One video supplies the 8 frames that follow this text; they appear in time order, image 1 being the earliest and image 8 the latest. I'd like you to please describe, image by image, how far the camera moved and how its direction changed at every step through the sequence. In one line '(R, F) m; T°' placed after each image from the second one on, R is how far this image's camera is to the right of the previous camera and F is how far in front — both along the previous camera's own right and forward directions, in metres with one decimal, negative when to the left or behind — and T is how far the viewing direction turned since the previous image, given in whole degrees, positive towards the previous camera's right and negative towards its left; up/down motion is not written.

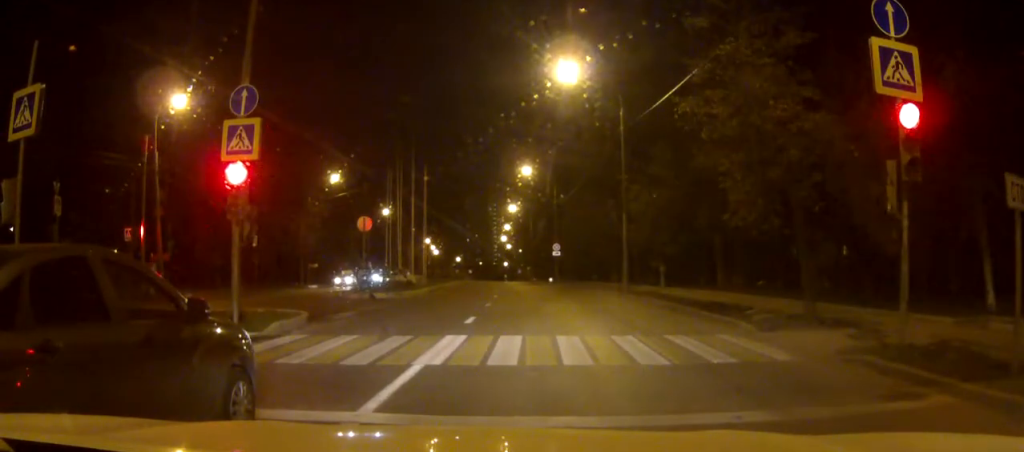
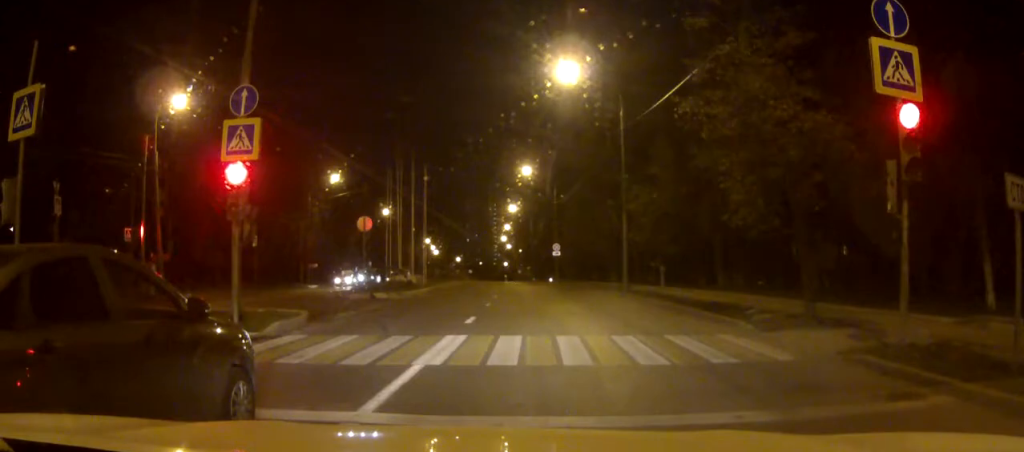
(0.0, 0.0) m; 0°
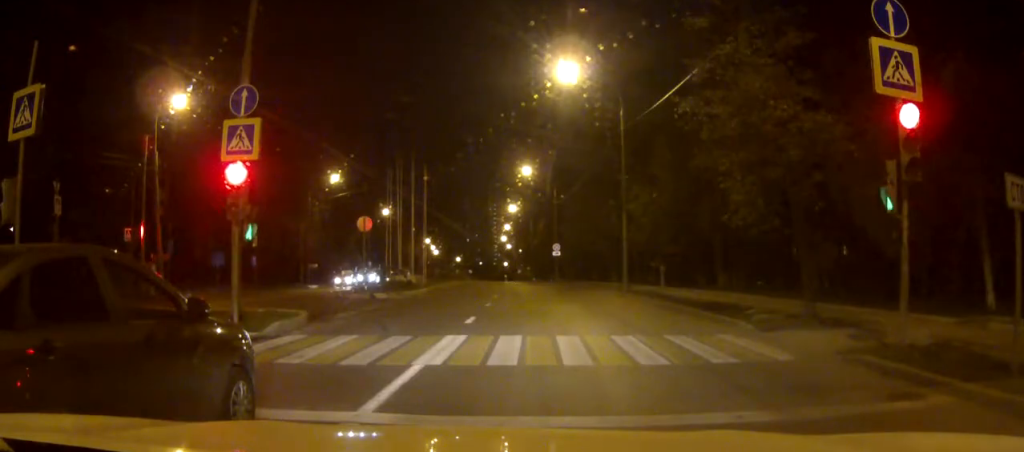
(0.0, 0.0) m; 0°
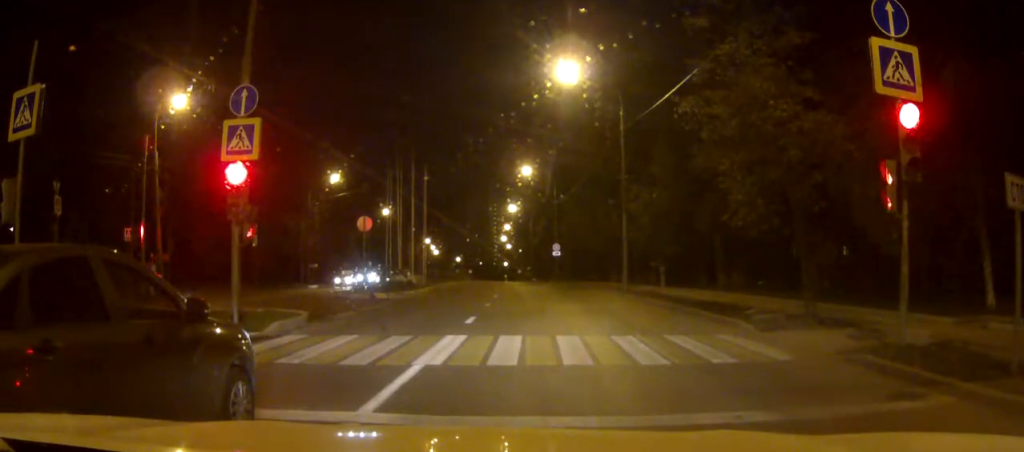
(-0.1, +0.2) m; 0°
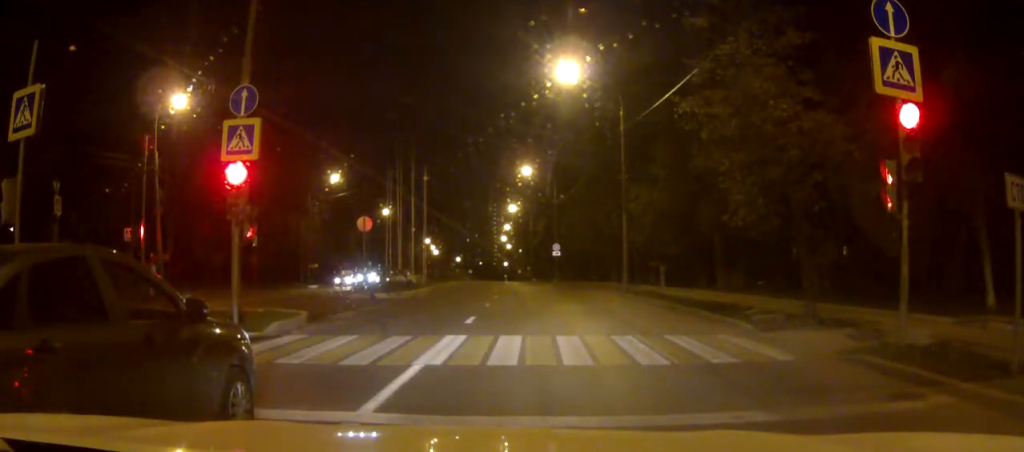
(0.0, 0.0) m; 0°
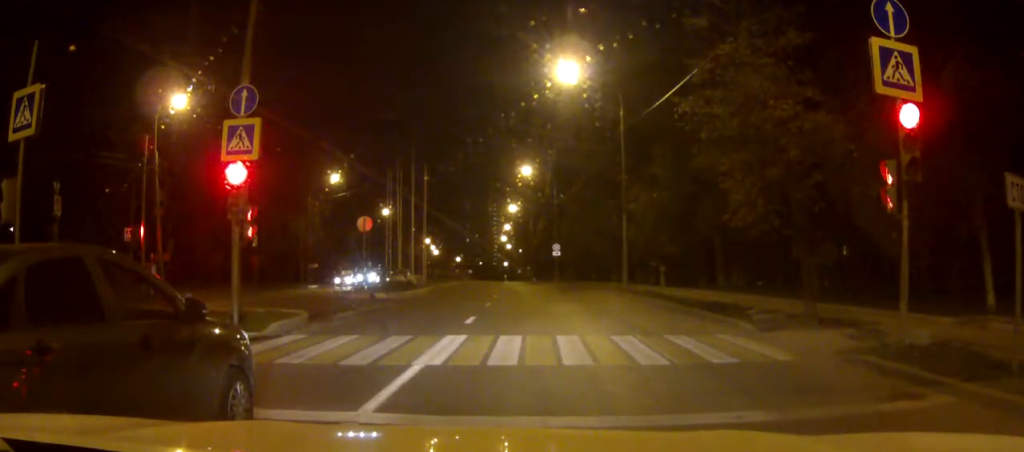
(-0.1, +0.2) m; 0°
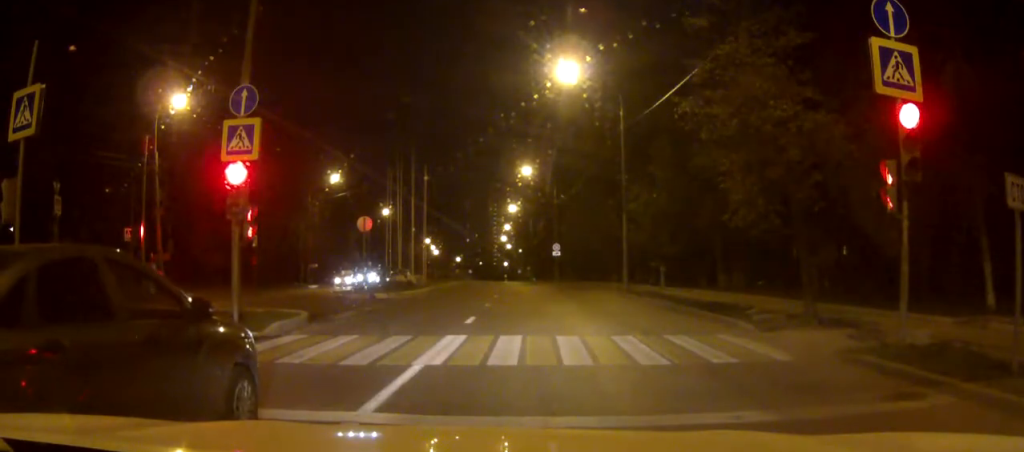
(0.0, 0.0) m; 0°
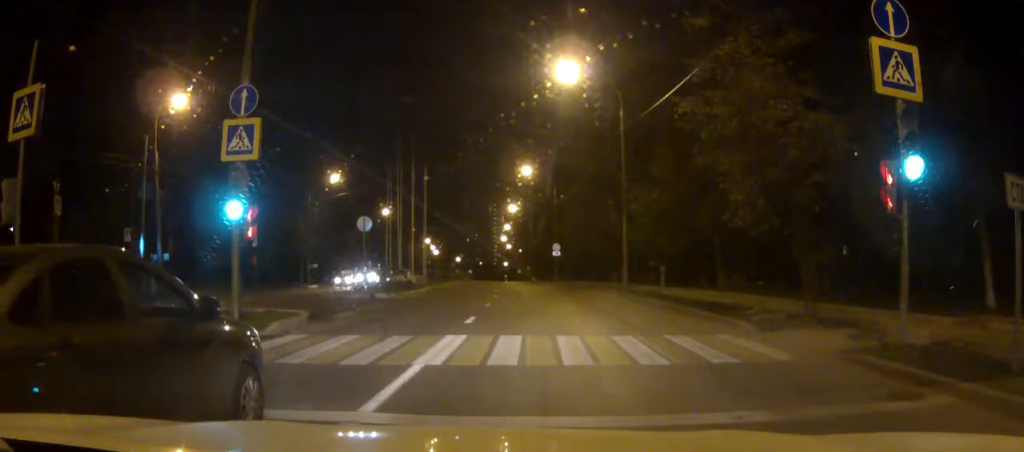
(0.0, 0.0) m; 0°
